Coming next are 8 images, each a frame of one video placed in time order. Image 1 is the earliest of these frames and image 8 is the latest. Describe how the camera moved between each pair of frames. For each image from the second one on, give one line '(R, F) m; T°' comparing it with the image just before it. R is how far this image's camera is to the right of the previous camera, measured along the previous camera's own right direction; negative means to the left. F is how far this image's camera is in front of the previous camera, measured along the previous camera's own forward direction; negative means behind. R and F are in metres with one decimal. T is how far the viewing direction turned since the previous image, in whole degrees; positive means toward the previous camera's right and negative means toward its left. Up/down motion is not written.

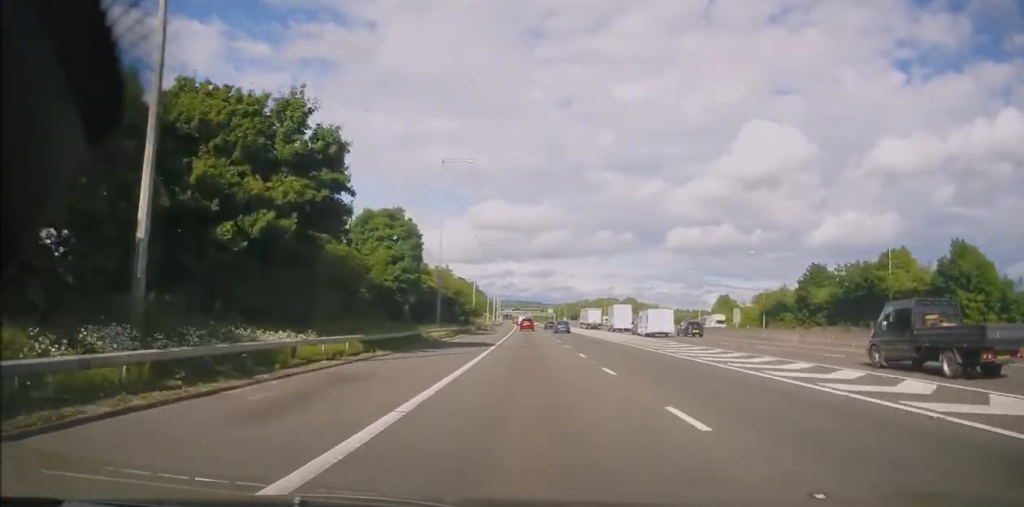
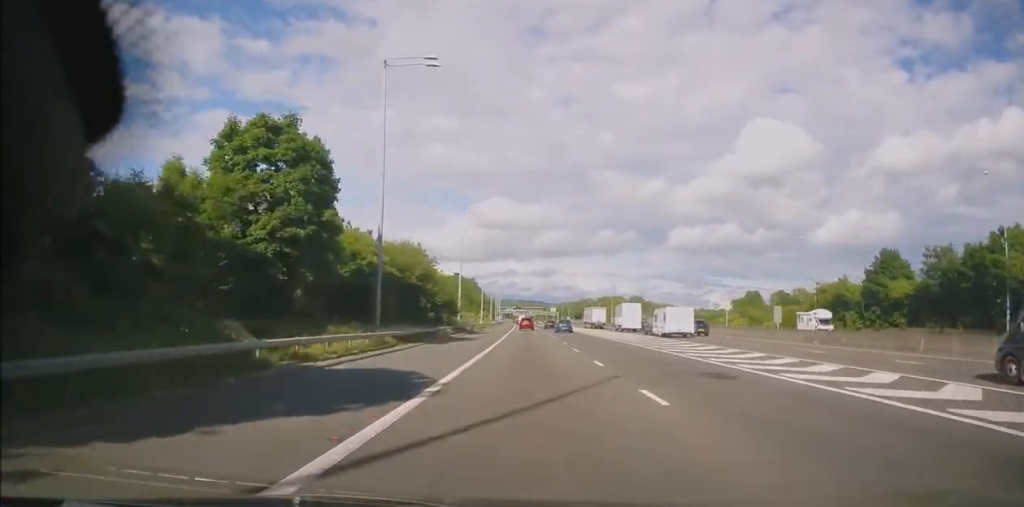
(-0.4, +21.2) m; -1°
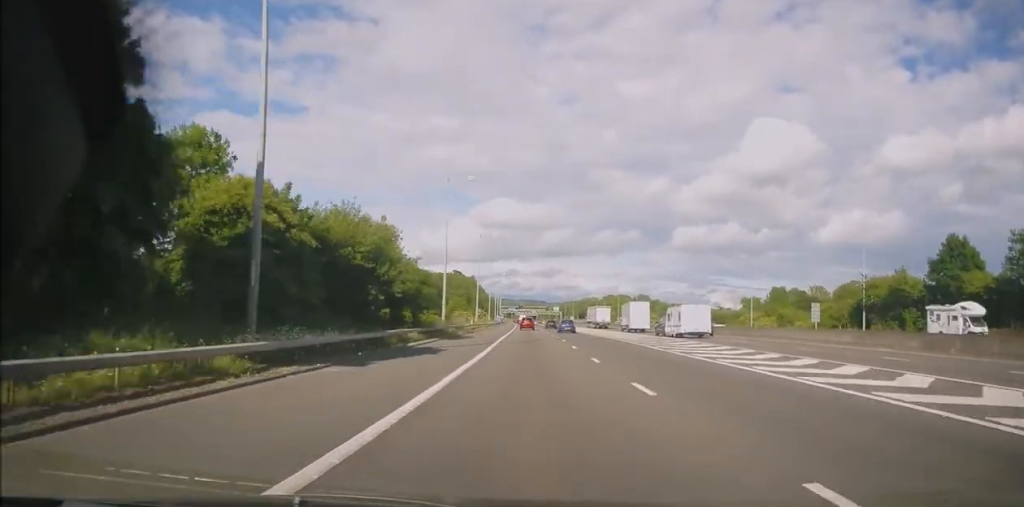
(0.0, +14.7) m; 0°
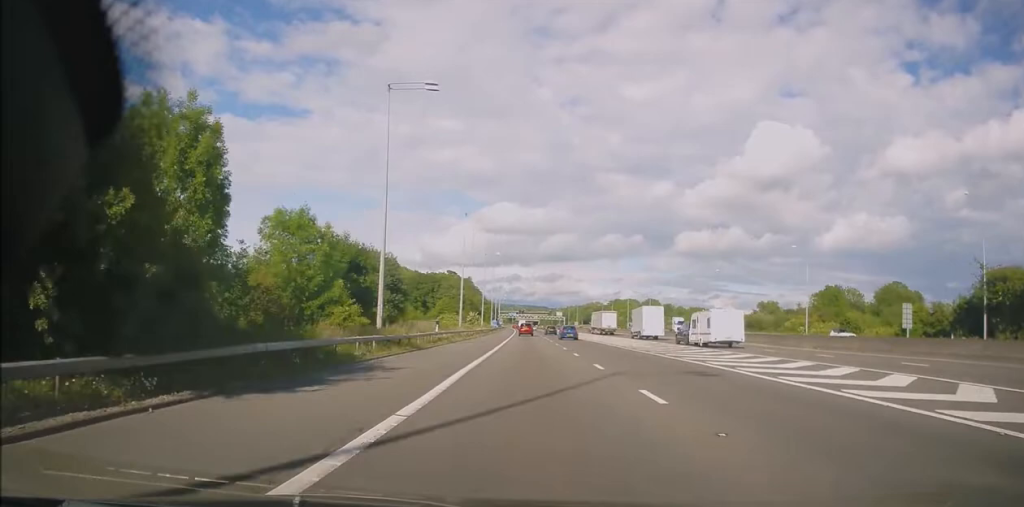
(+0.2, +25.7) m; 0°
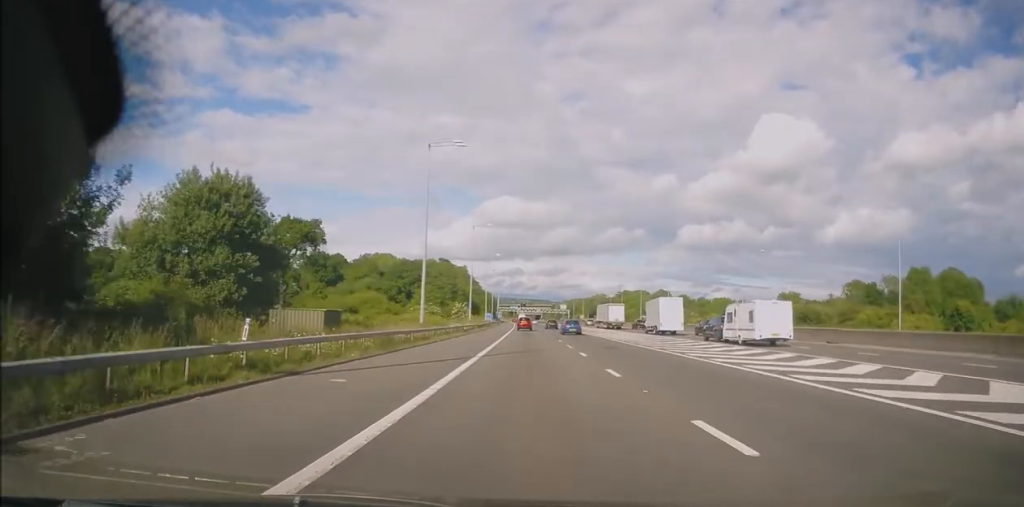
(+0.1, +27.8) m; -1°
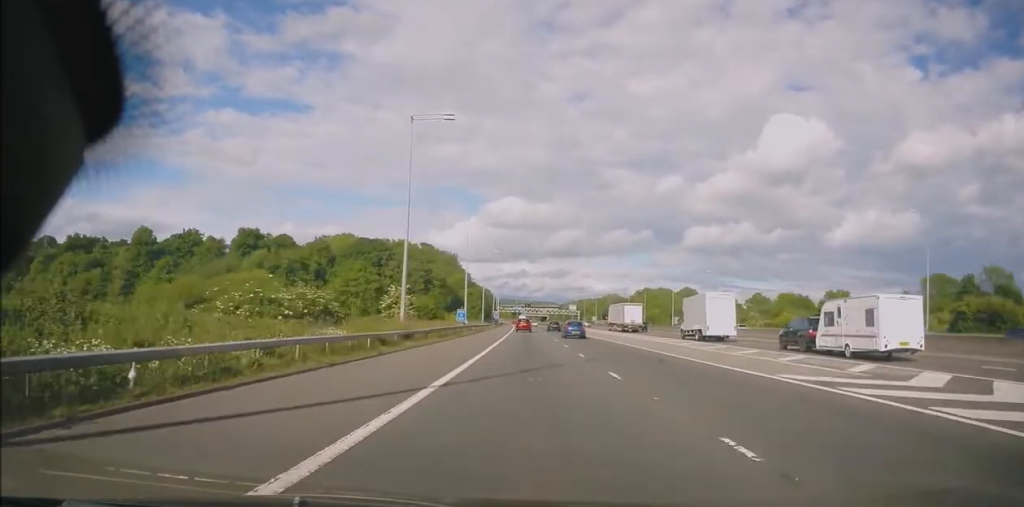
(-0.6, +49.6) m; 0°
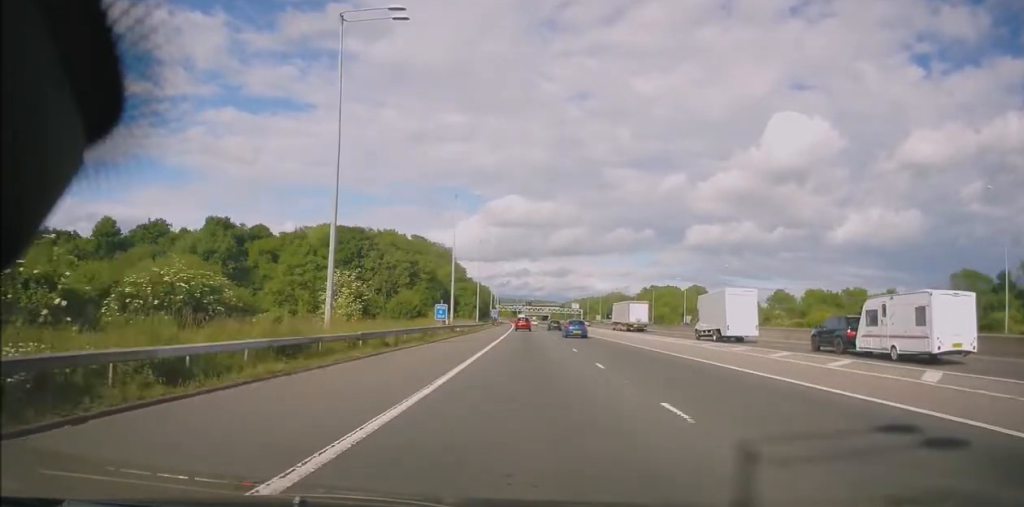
(+0.1, +14.8) m; 0°
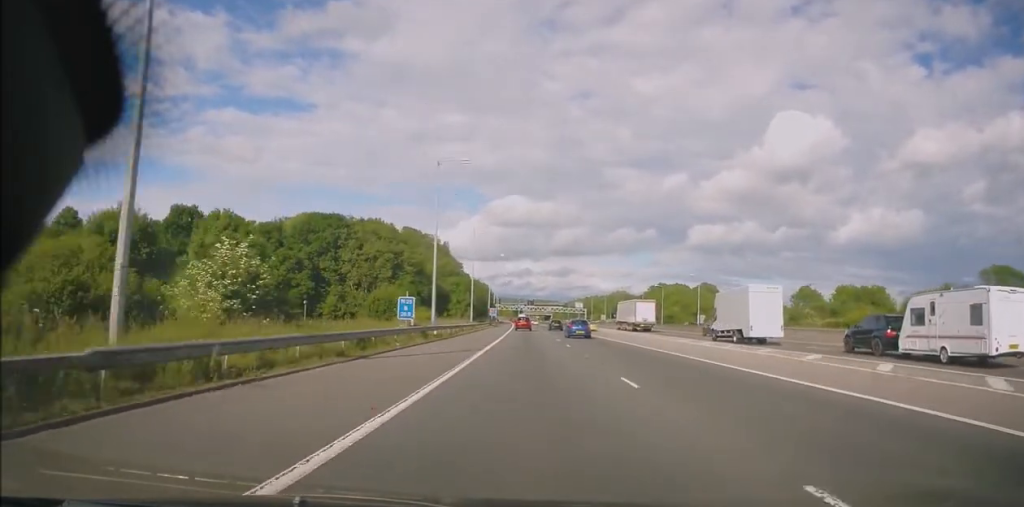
(+0.1, +13.9) m; -1°
